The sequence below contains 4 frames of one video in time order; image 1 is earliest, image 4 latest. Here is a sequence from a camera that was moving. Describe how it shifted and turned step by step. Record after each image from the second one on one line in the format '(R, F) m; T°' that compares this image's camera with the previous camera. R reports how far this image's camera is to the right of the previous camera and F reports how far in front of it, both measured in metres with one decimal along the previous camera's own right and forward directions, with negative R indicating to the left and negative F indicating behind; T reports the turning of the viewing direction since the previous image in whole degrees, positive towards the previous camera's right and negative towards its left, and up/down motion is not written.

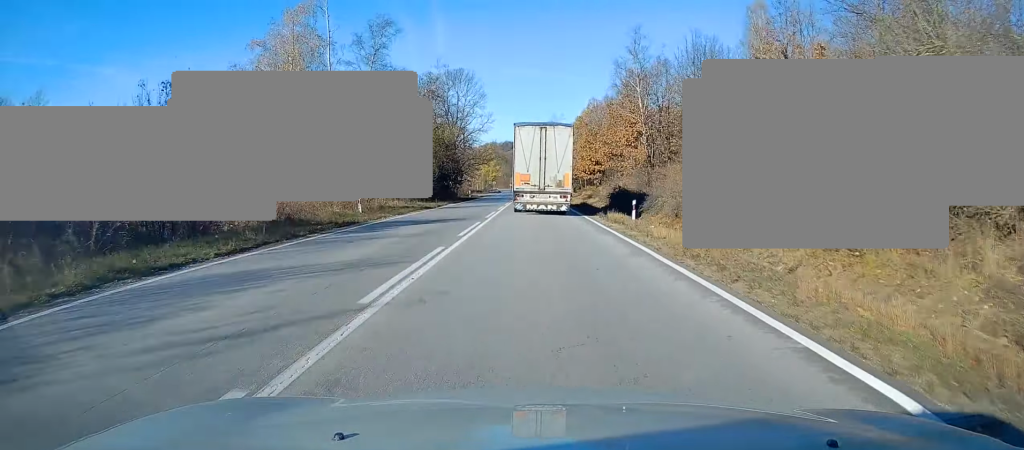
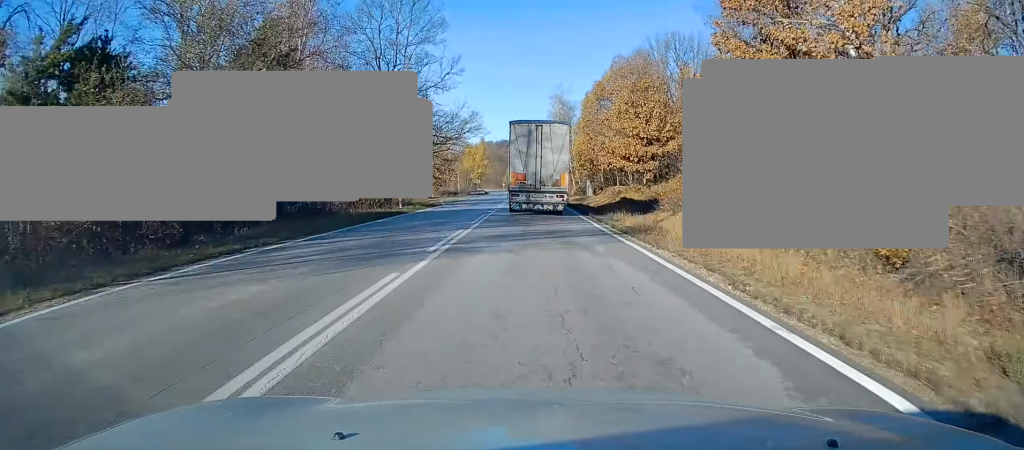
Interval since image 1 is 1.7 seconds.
(0.0, +39.6) m; 0°
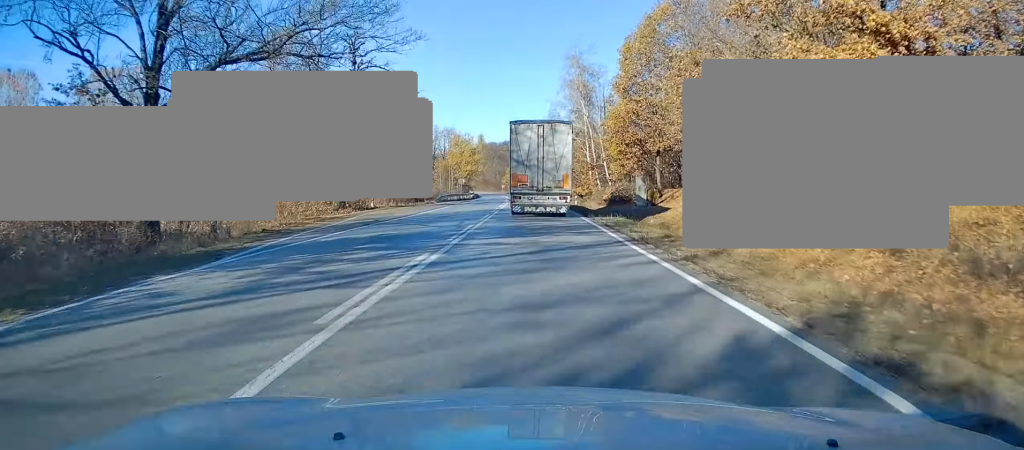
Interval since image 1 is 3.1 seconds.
(-0.1, +33.1) m; 0°
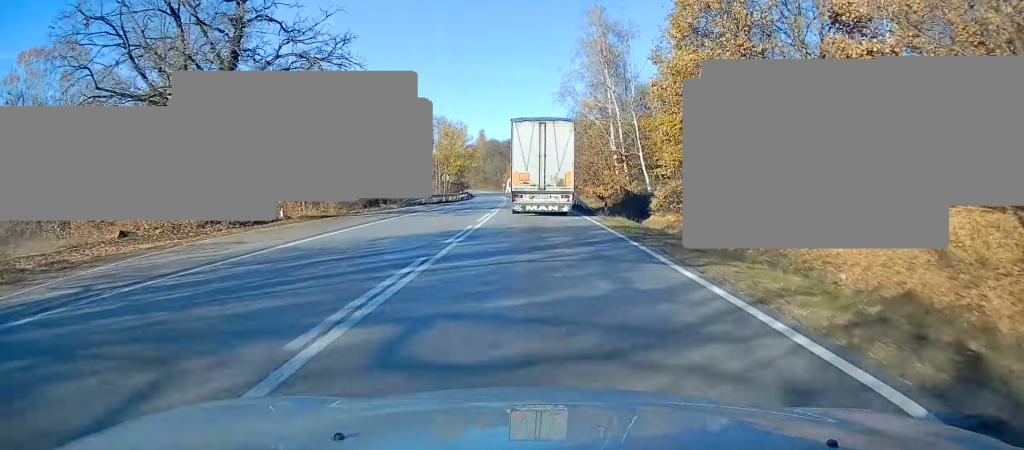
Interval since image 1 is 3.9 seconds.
(0.0, +19.0) m; 0°
